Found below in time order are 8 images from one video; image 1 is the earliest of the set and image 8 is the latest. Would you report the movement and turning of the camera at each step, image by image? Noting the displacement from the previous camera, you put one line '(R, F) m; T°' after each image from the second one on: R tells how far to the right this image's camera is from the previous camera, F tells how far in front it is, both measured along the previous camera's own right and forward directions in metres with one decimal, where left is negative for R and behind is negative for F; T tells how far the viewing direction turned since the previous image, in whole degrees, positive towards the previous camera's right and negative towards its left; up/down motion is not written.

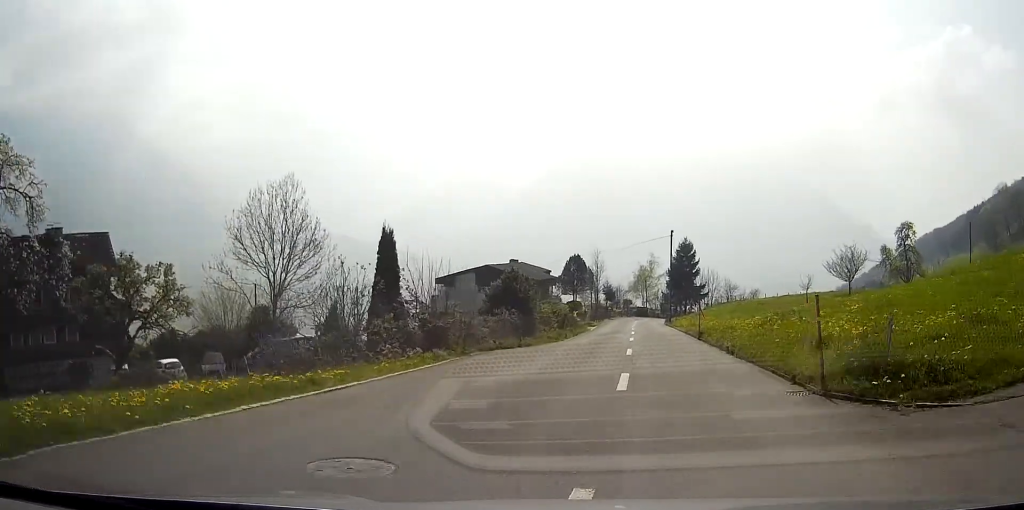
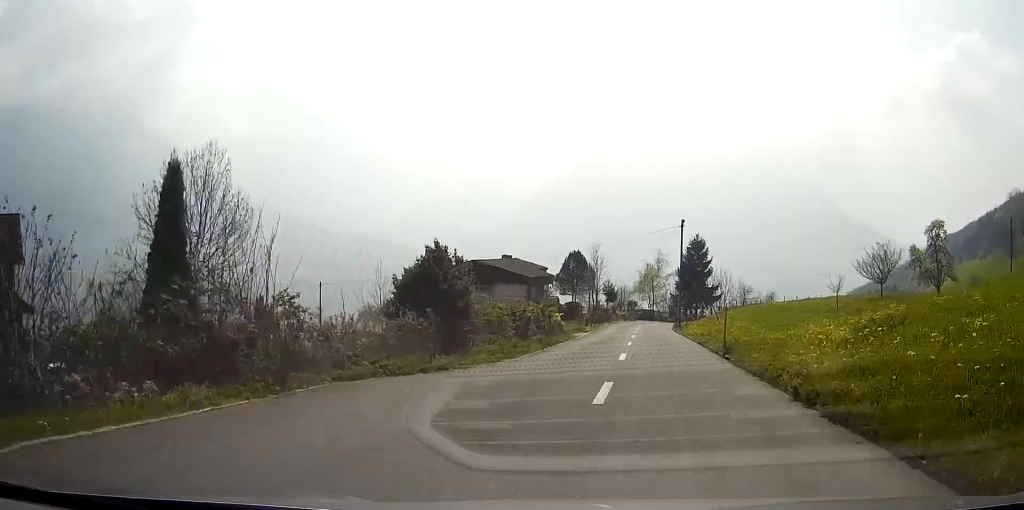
(-0.1, +10.1) m; -1°
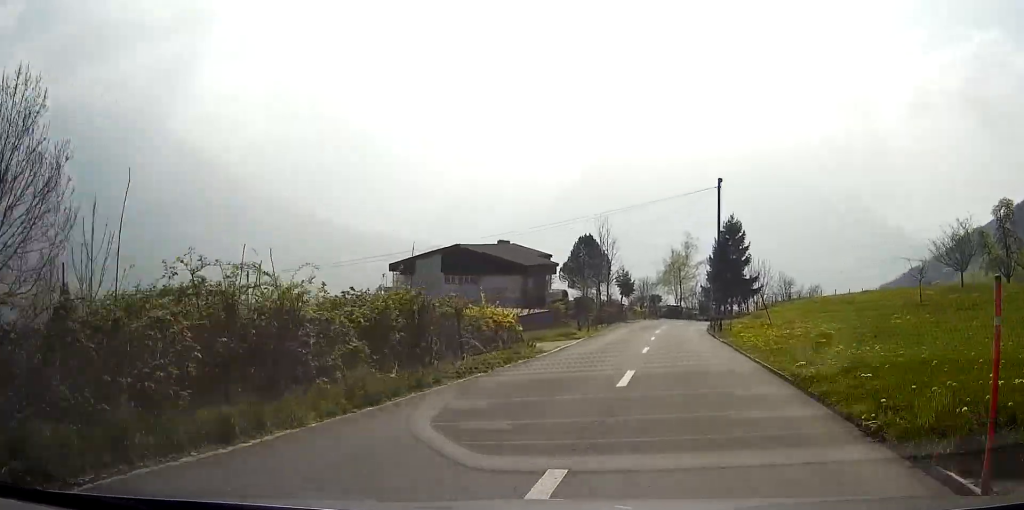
(-0.3, +16.1) m; -2°
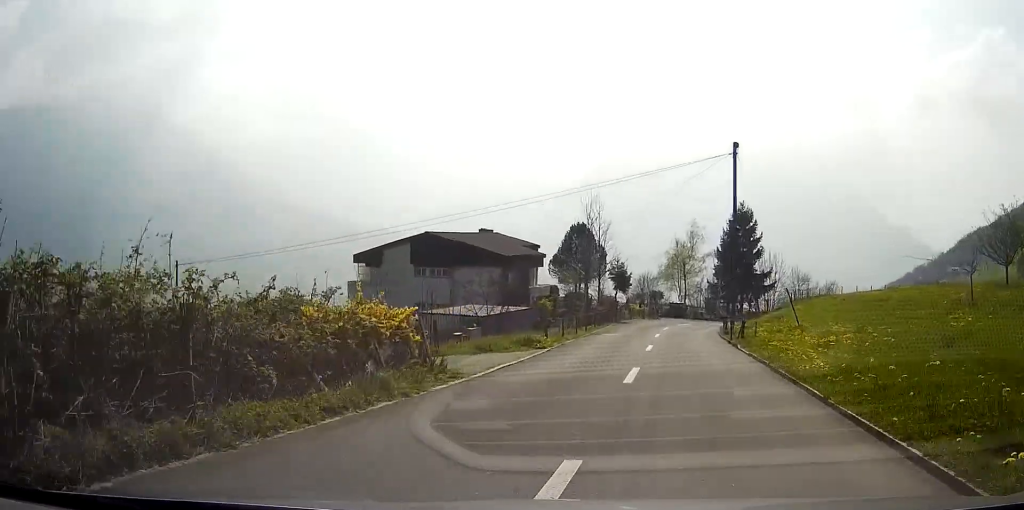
(-0.1, +8.6) m; -1°
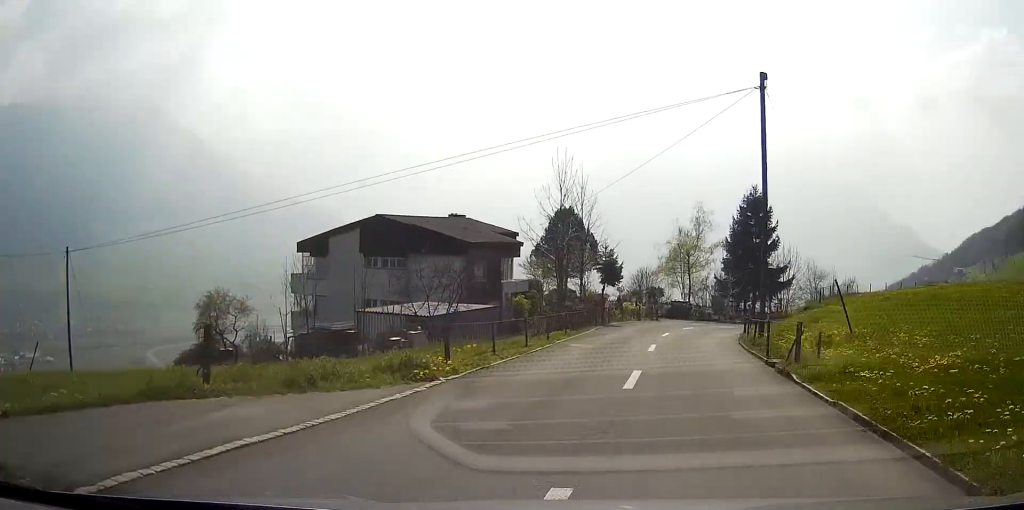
(-0.1, +9.9) m; 0°
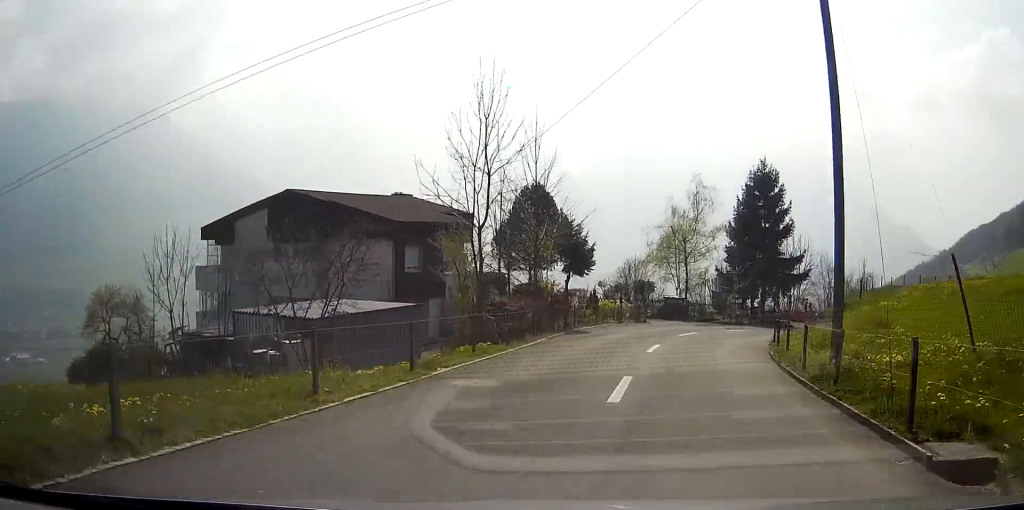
(0.0, +11.0) m; +1°
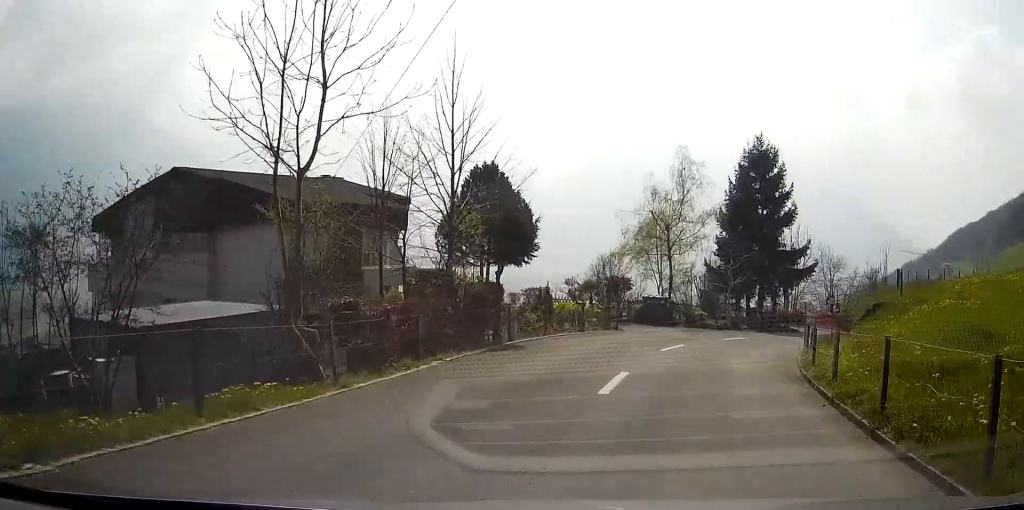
(0.0, +8.6) m; +1°
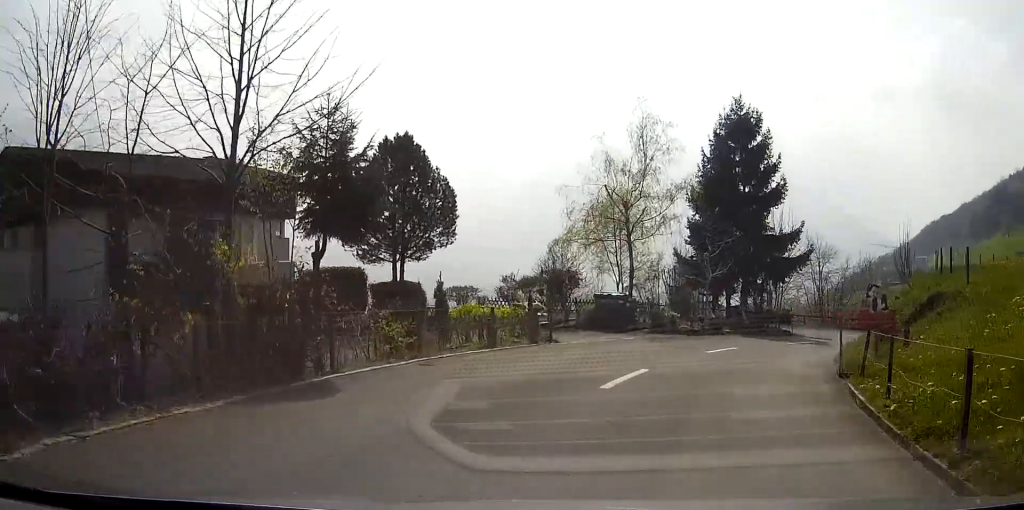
(+0.3, +8.4) m; +3°
